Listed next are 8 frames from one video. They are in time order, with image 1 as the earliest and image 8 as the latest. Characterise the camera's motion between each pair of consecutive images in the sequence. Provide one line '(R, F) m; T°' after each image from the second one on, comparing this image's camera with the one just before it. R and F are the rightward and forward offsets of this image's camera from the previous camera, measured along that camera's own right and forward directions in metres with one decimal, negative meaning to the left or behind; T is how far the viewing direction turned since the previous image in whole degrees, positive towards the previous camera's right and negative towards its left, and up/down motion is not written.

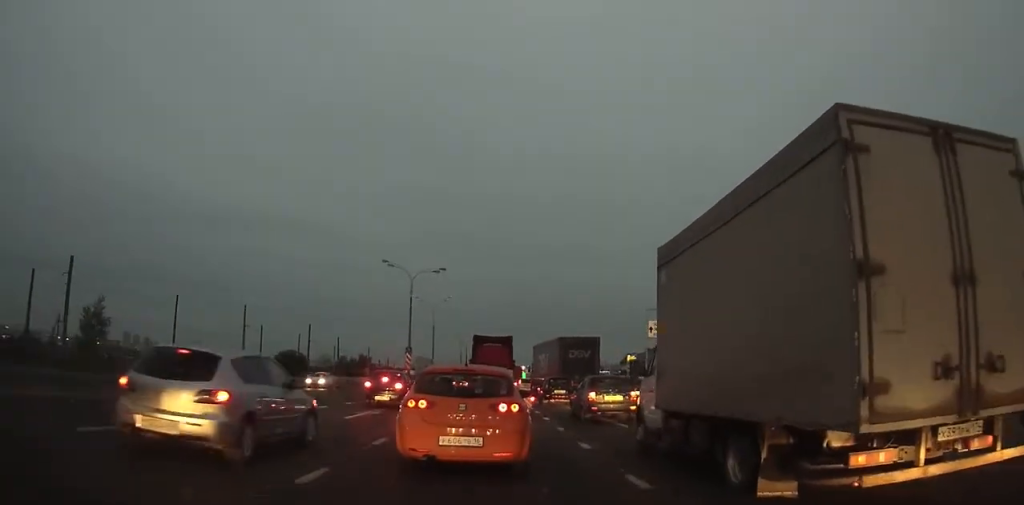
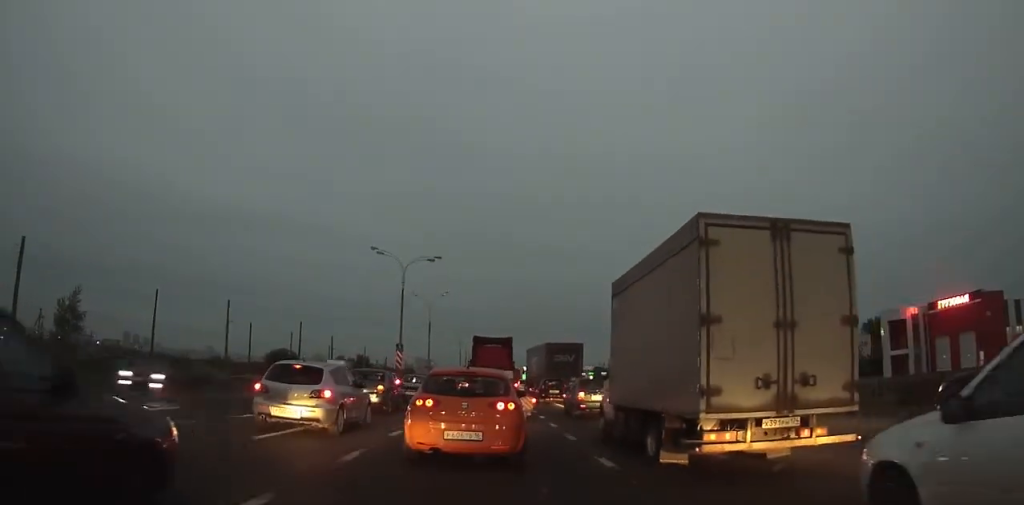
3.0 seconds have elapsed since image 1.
(-0.1, +7.4) m; -1°
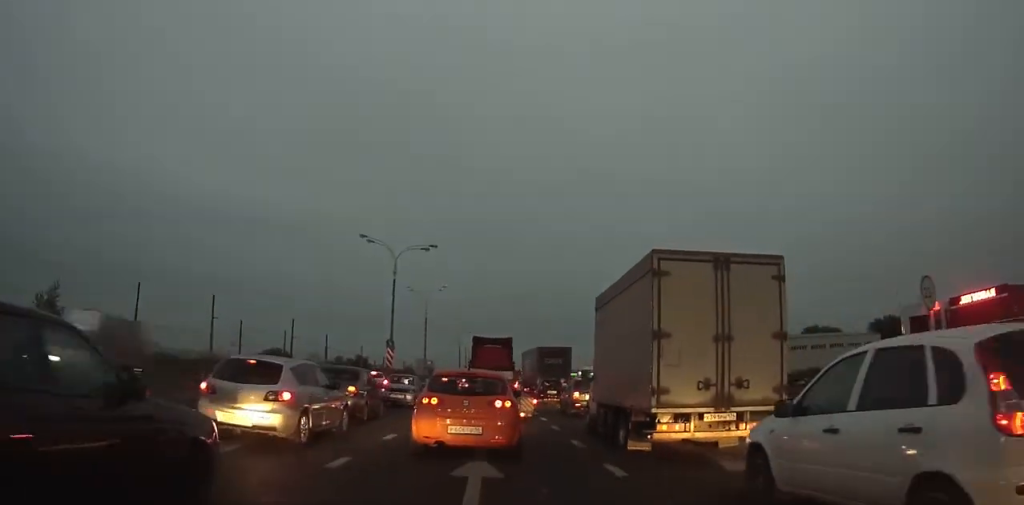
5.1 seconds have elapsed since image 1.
(0.0, +5.4) m; 0°
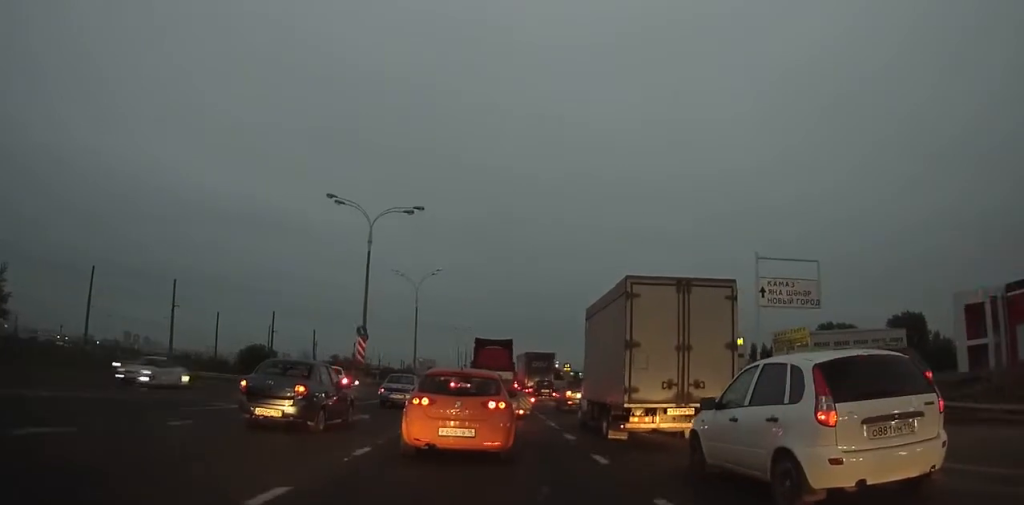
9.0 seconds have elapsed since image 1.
(0.0, +10.6) m; 0°
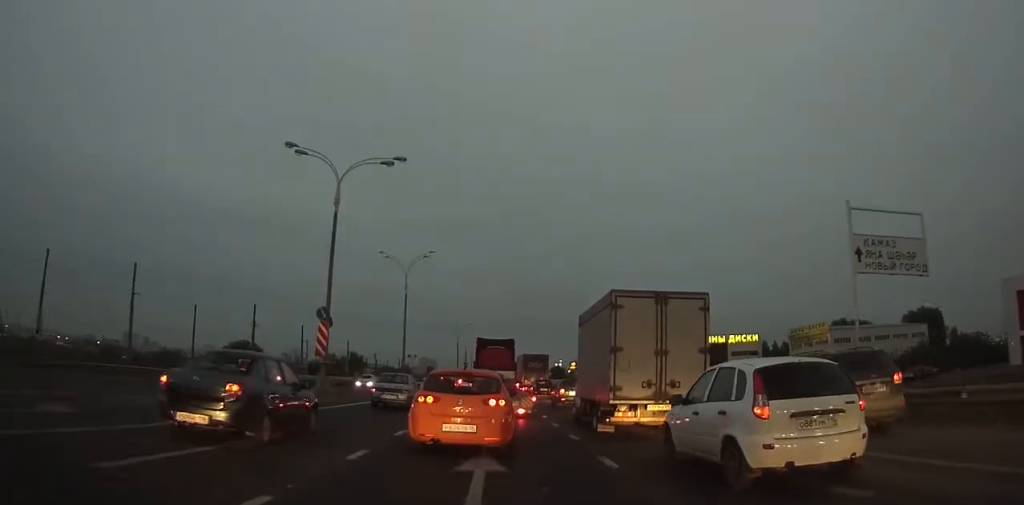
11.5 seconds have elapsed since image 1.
(0.0, +6.7) m; 0°
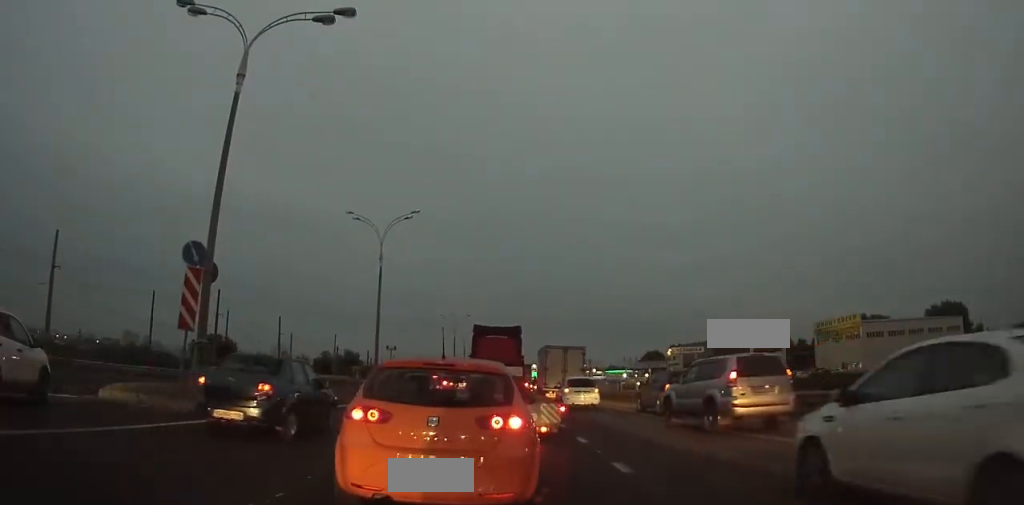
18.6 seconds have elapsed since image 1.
(+0.2, +11.7) m; -1°
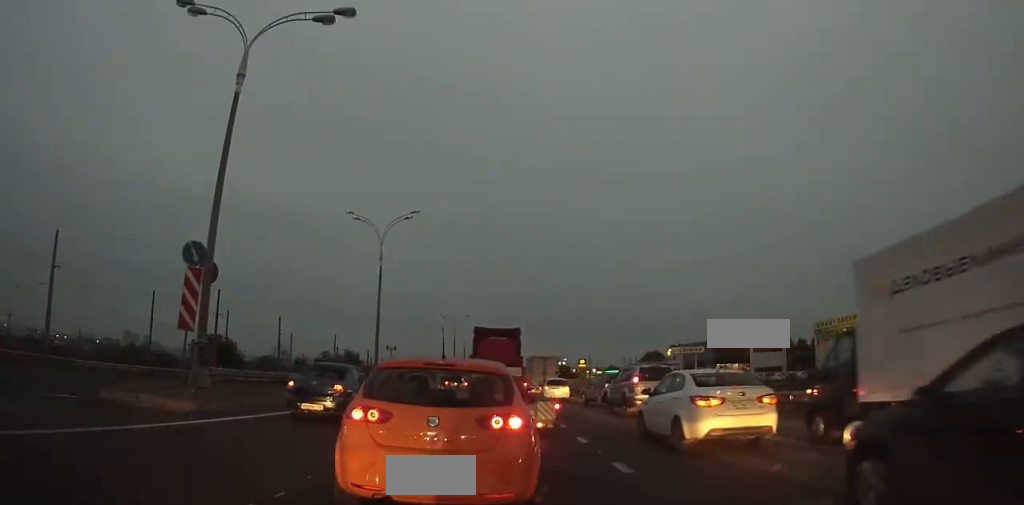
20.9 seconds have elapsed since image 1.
(-0.1, +1.1) m; -2°
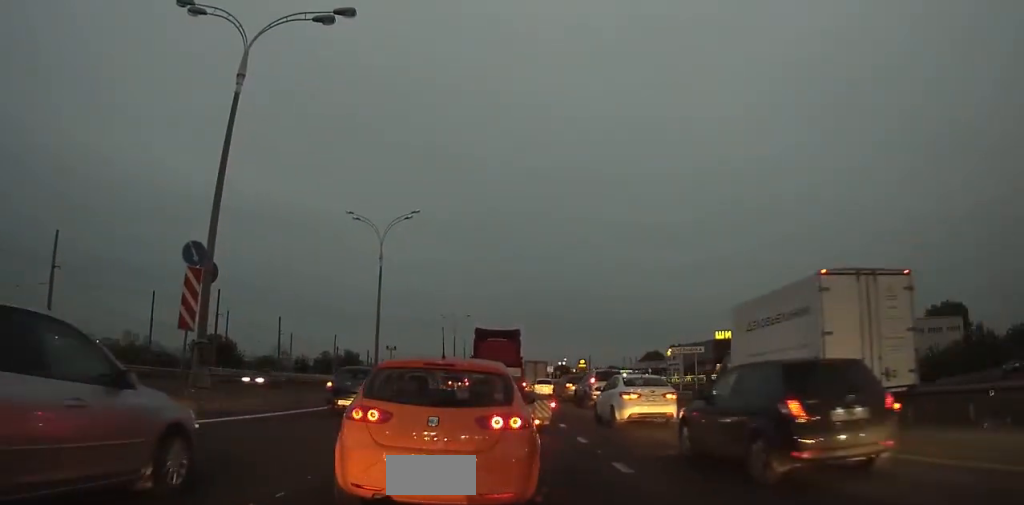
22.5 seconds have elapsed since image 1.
(0.0, +1.0) m; +1°
